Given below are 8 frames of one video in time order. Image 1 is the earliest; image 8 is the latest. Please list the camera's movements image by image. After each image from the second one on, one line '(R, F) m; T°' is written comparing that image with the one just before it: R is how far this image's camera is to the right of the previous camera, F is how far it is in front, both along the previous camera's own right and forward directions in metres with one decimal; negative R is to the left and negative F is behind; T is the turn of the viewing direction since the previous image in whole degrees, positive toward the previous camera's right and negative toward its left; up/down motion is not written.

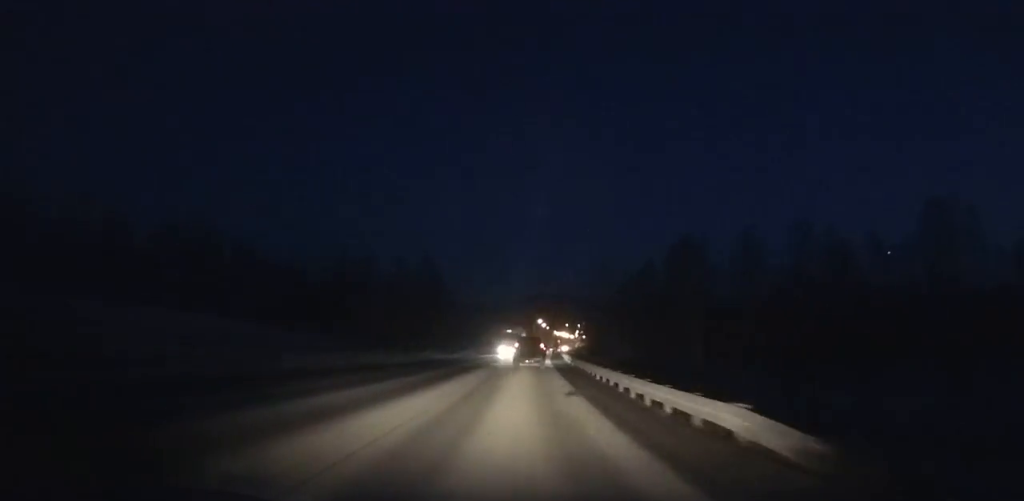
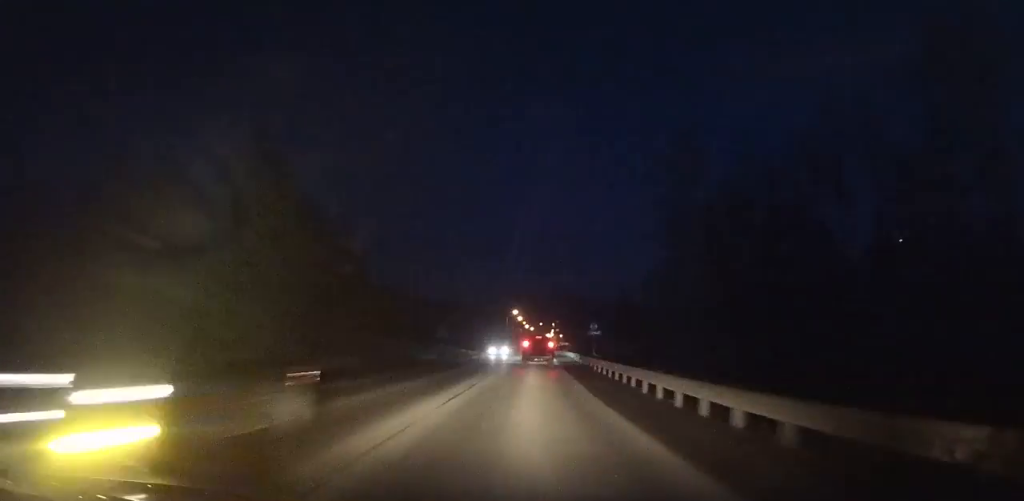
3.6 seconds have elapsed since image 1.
(+1.3, +64.2) m; +2°
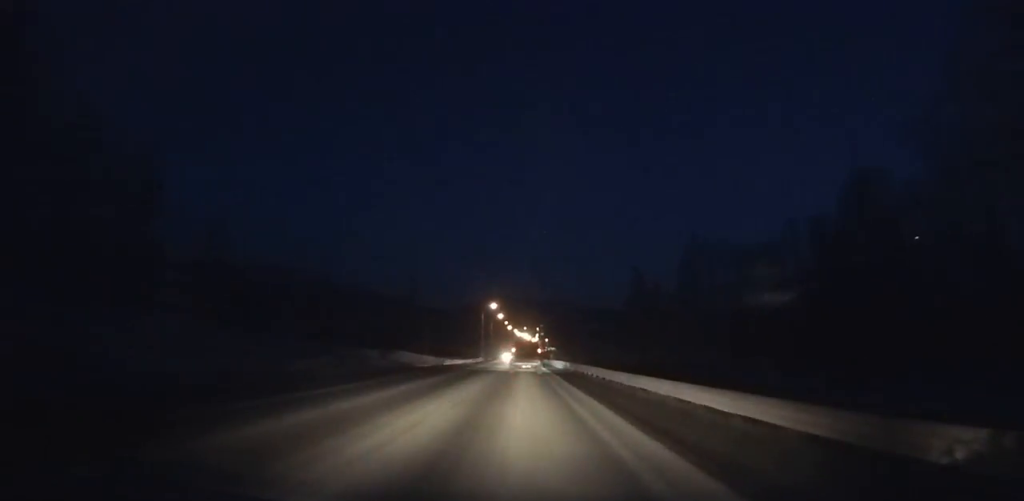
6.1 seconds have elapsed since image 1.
(+0.7, +45.8) m; +1°
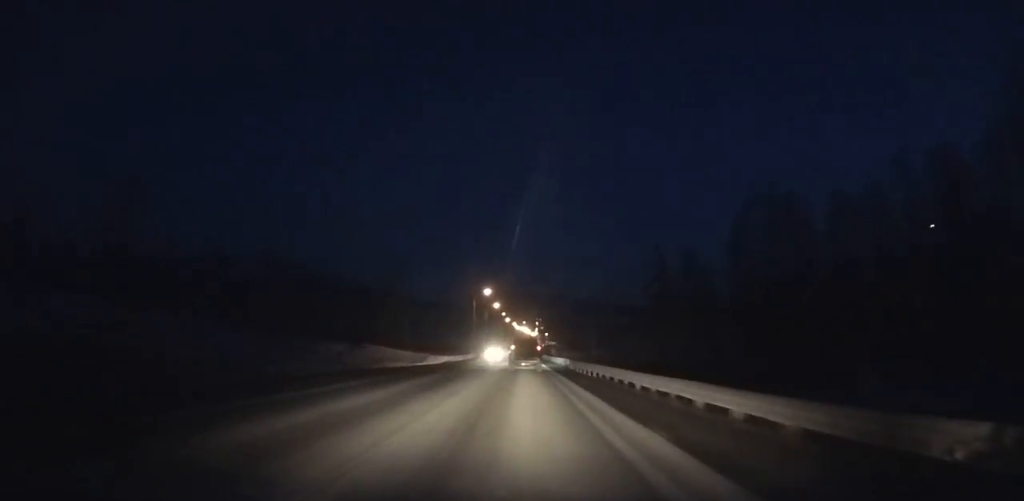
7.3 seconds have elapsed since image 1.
(+0.2, +22.3) m; 0°
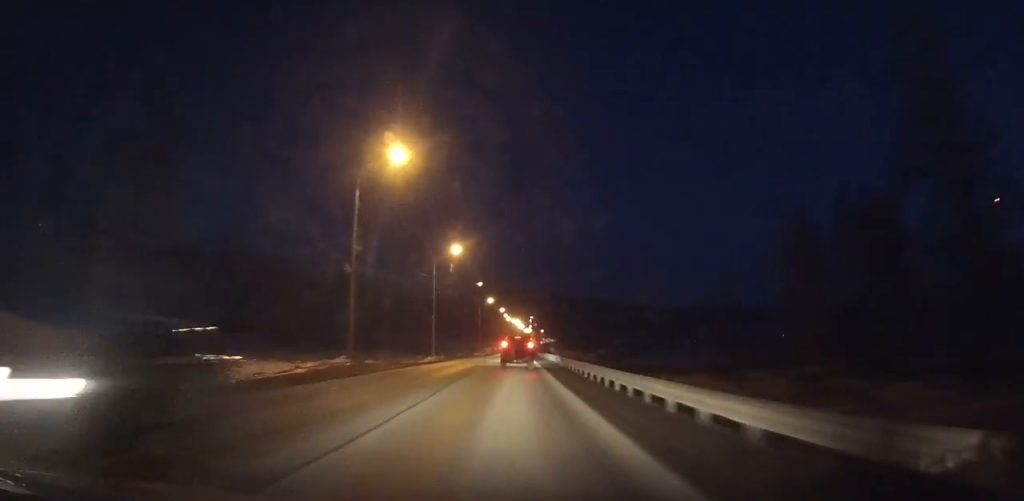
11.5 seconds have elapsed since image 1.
(+0.4, +79.9) m; 0°
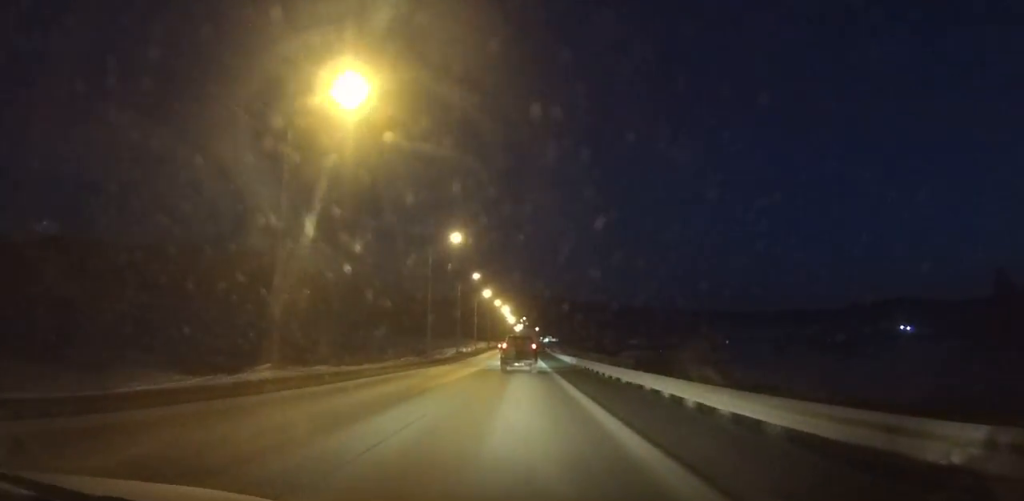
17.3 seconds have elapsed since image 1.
(+1.0, +112.9) m; +1°
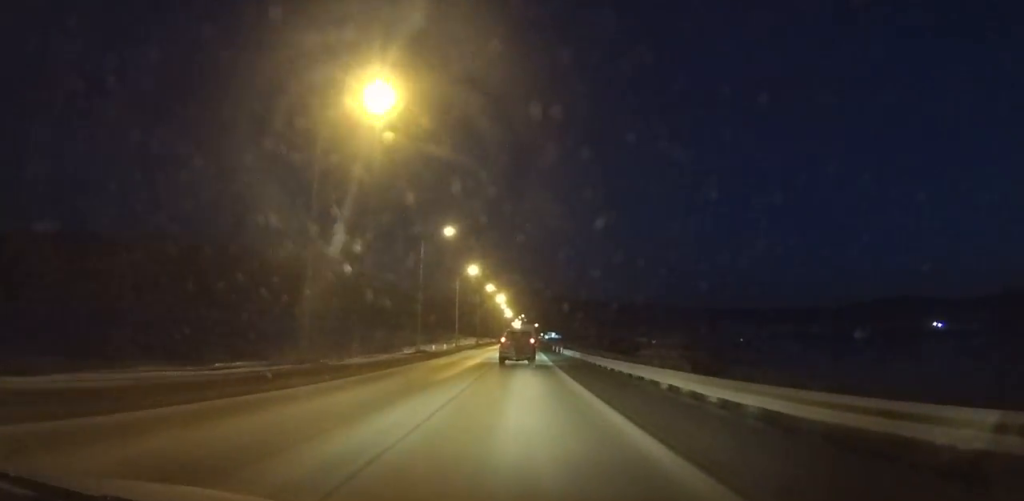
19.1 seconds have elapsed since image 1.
(-0.1, +35.2) m; 0°
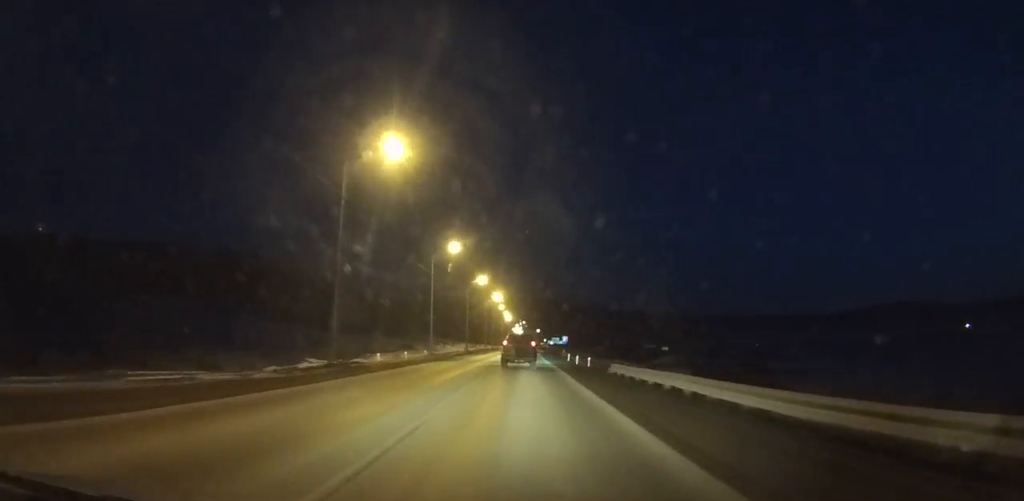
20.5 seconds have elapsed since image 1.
(0.0, +27.5) m; 0°
